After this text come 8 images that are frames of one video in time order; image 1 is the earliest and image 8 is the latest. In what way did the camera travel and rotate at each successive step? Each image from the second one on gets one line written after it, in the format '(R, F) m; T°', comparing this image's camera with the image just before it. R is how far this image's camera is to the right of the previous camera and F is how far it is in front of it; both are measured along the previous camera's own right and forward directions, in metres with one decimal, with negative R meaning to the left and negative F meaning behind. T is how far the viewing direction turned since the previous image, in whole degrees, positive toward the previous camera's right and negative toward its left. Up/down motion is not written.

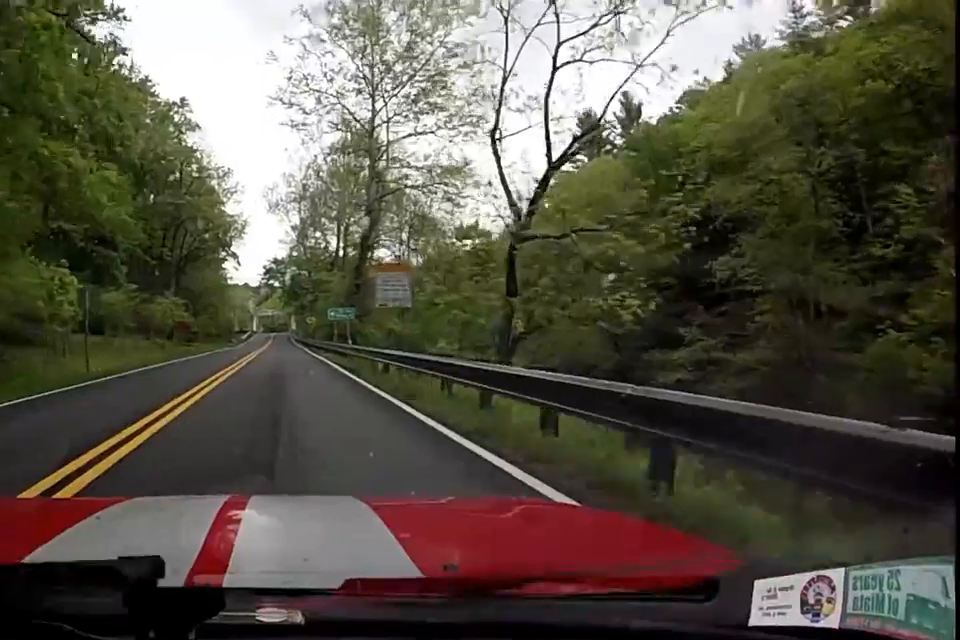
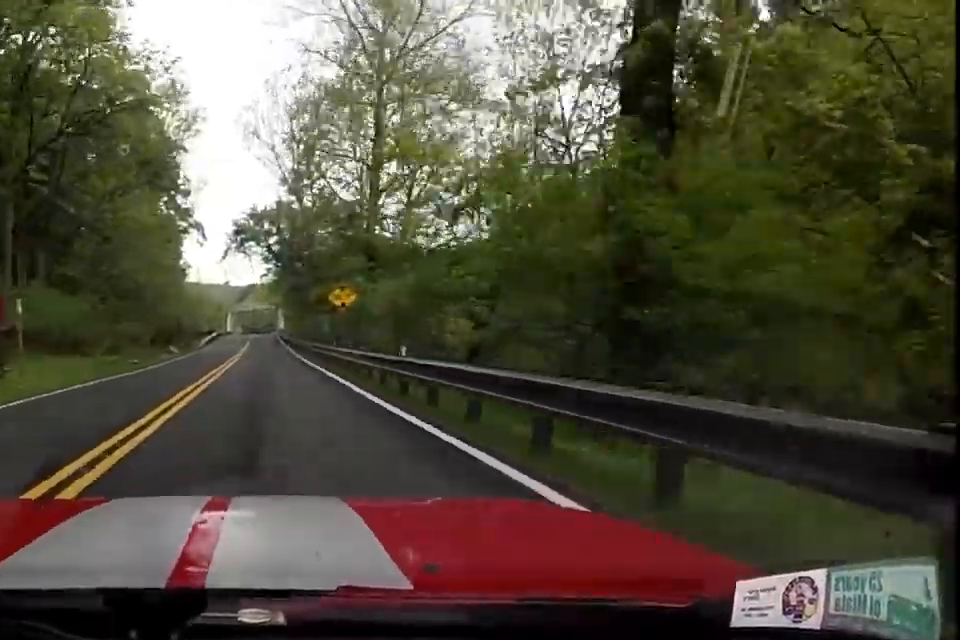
(-1.3, +40.9) m; -1°
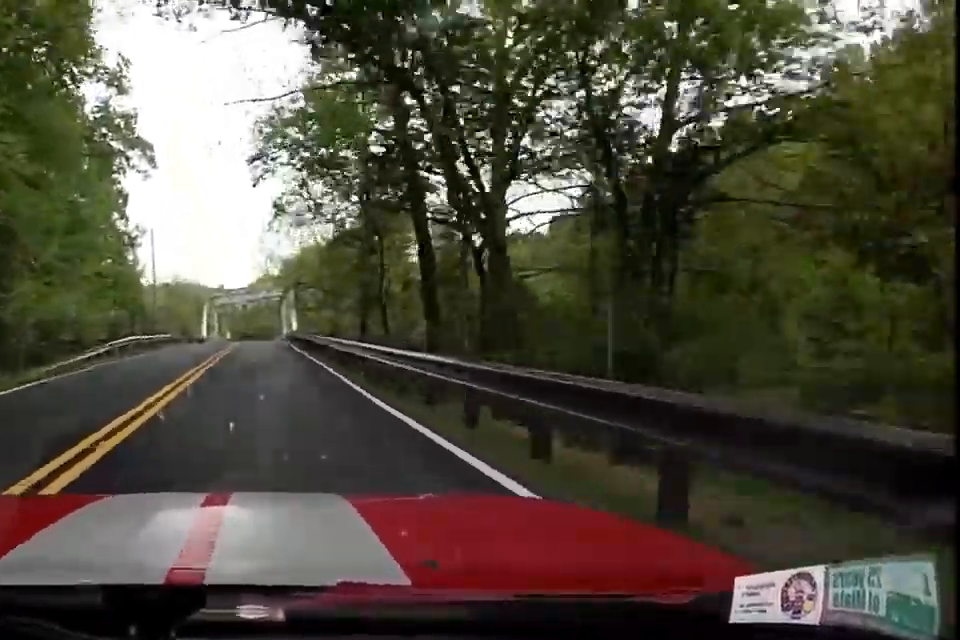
(-0.9, +48.0) m; -1°
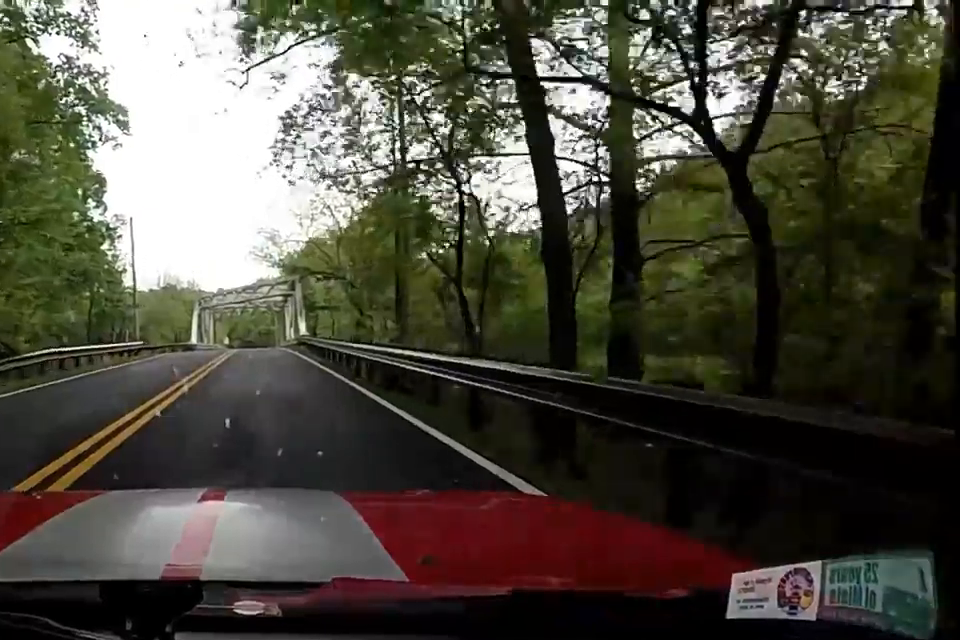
(+0.6, +11.6) m; +2°
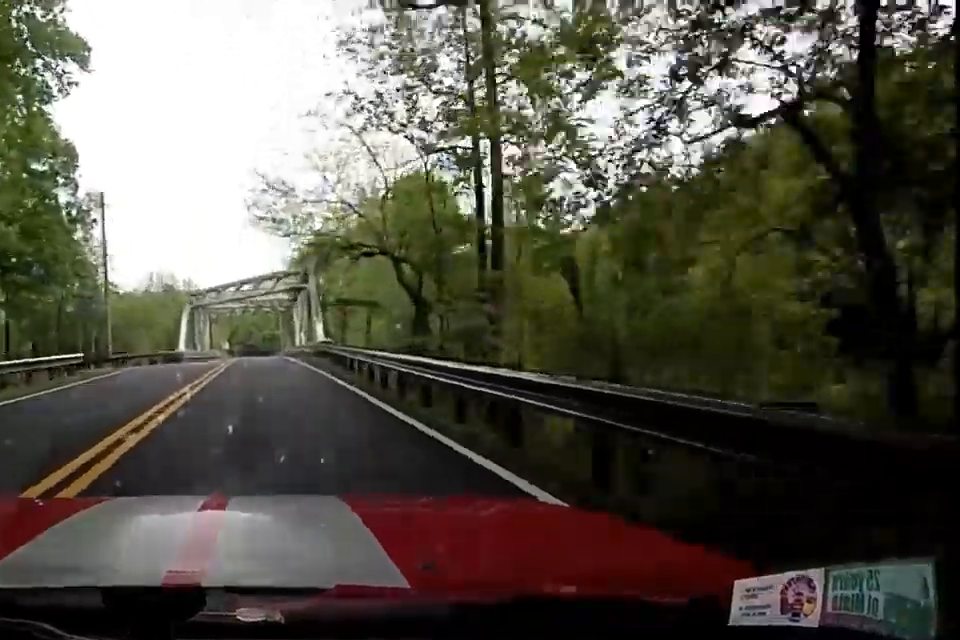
(+0.2, +12.2) m; +1°
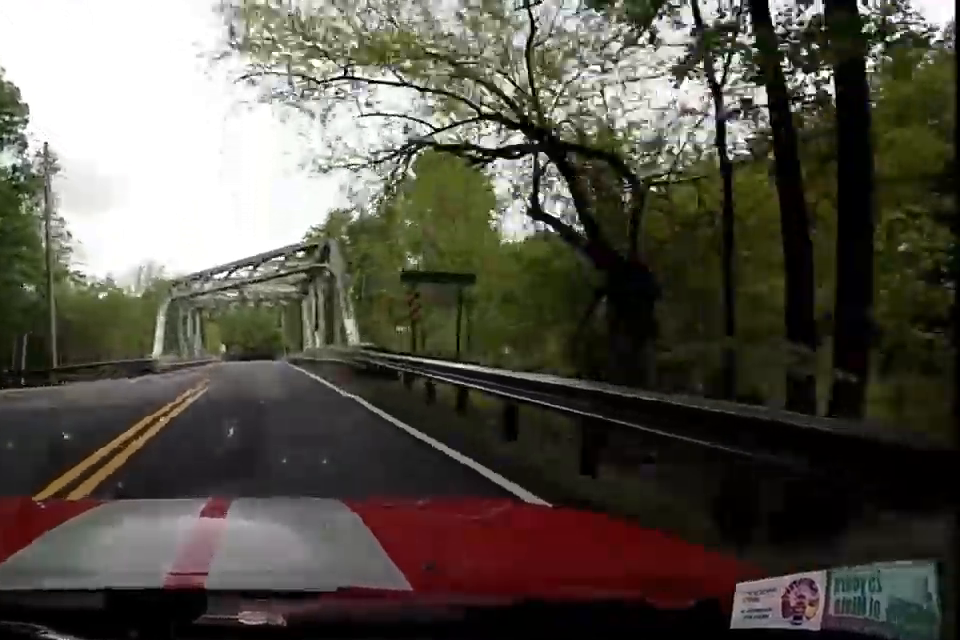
(0.0, +12.9) m; 0°
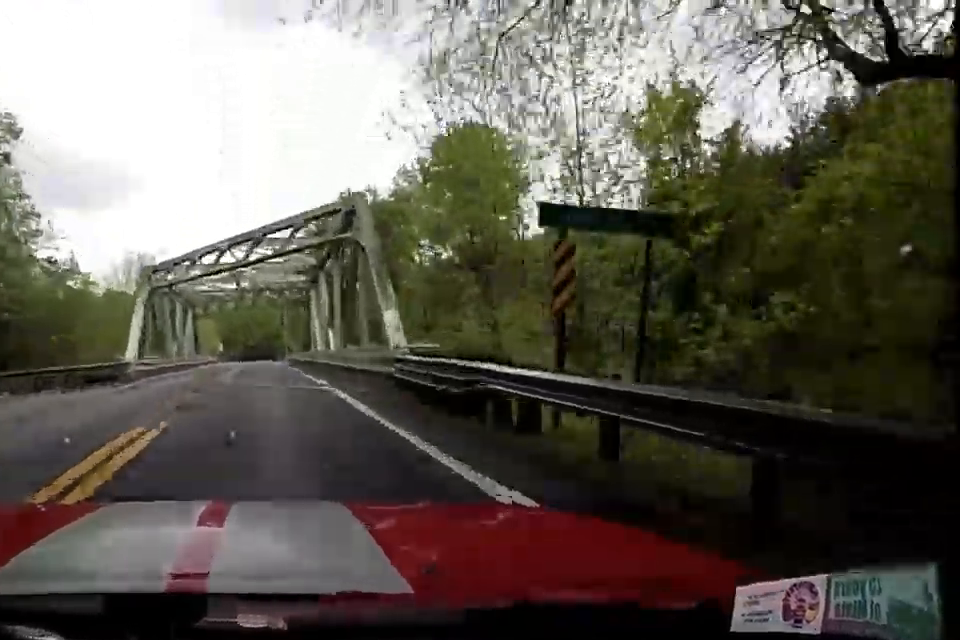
(0.0, +7.7) m; 0°
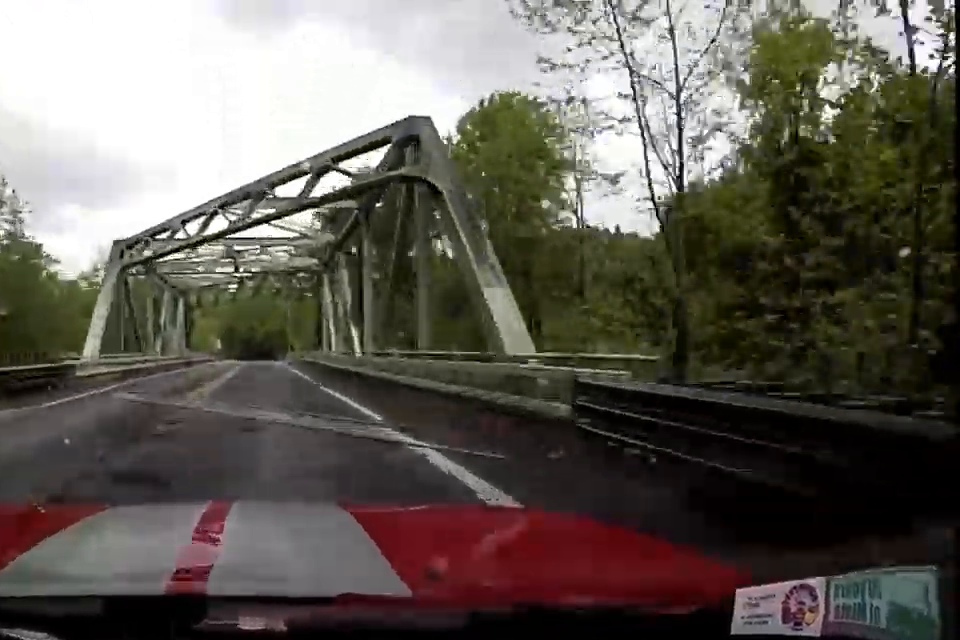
(0.0, +7.7) m; 0°
